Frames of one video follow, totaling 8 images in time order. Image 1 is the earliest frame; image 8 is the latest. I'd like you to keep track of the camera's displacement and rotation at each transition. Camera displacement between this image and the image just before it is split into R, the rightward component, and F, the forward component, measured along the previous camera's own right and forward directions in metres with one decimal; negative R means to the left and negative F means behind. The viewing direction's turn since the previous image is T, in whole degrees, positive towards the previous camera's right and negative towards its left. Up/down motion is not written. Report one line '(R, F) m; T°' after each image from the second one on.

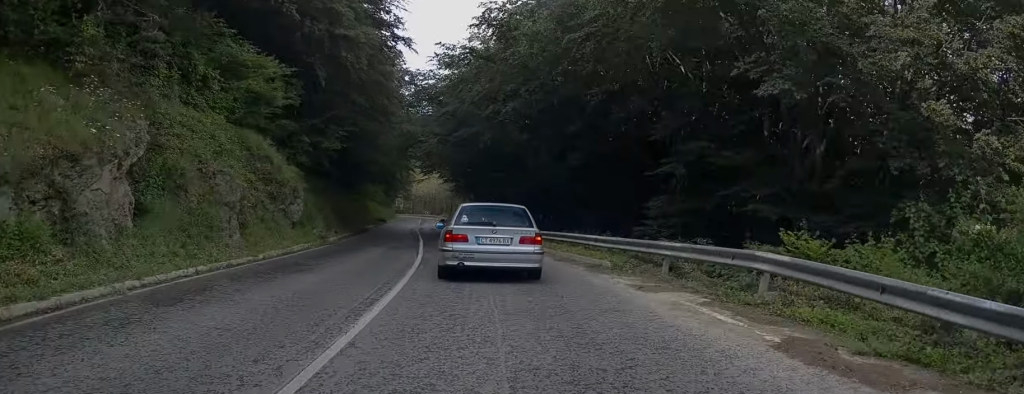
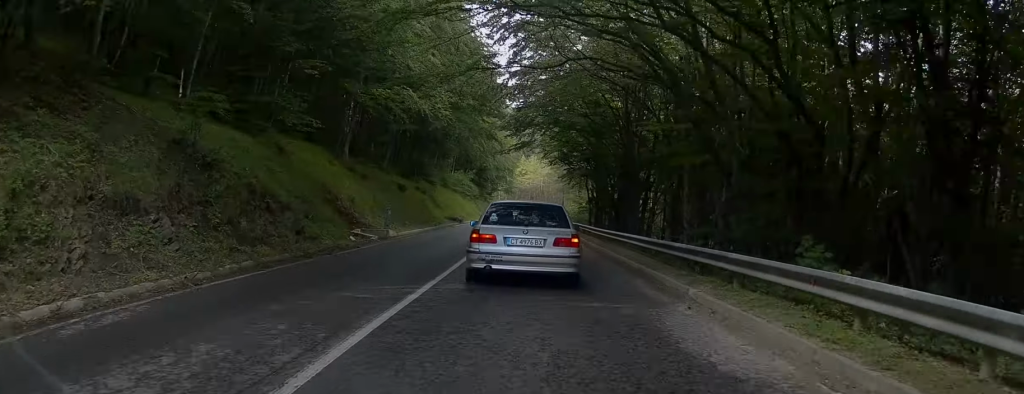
(-0.8, +25.7) m; -3°
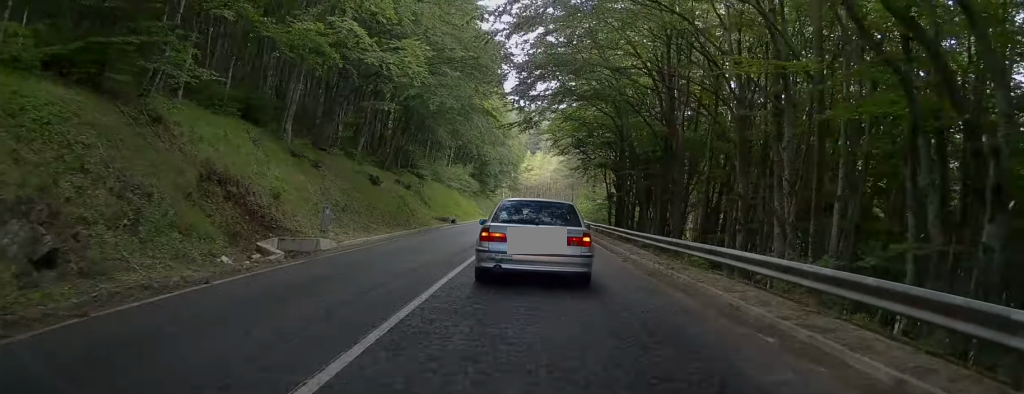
(-0.1, +9.7) m; -1°
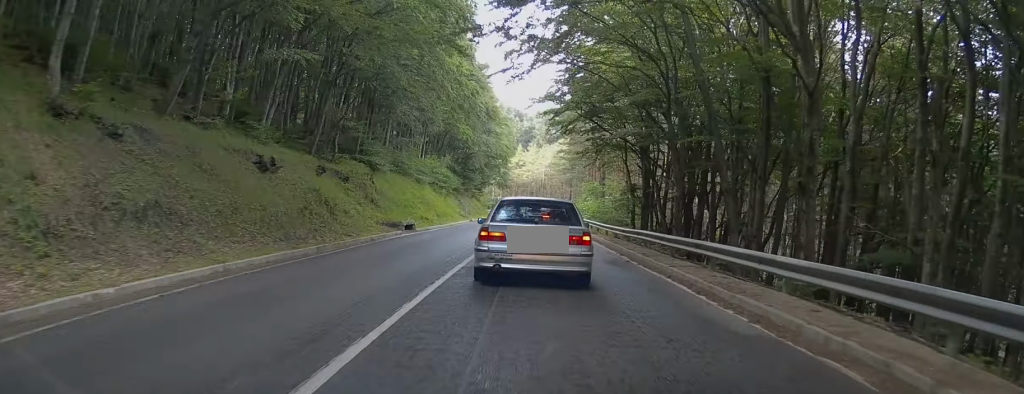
(-0.2, +14.0) m; -2°
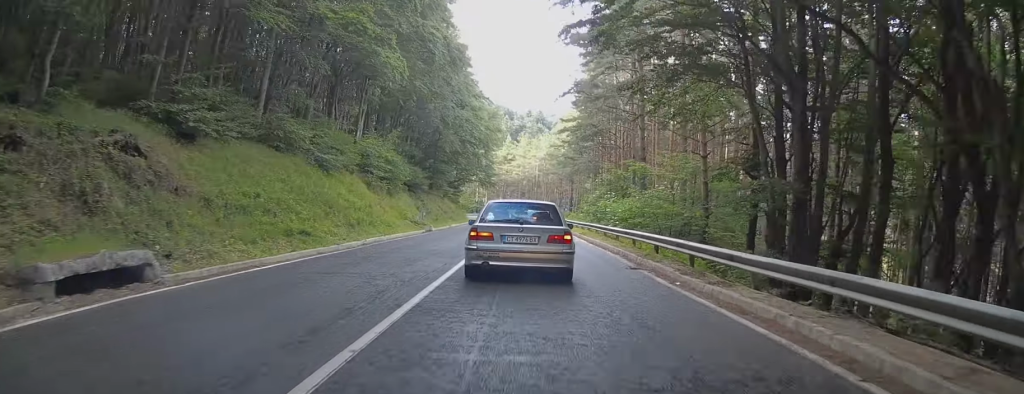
(-0.6, +21.7) m; -2°
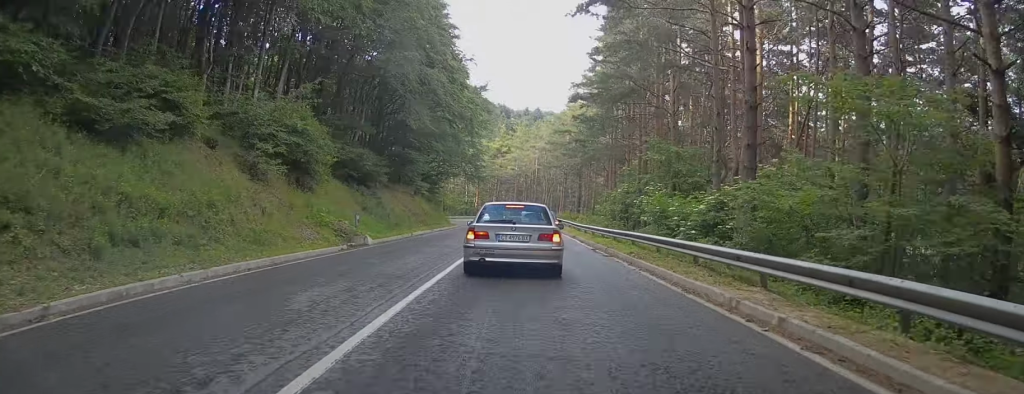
(-0.2, +16.4) m; -1°
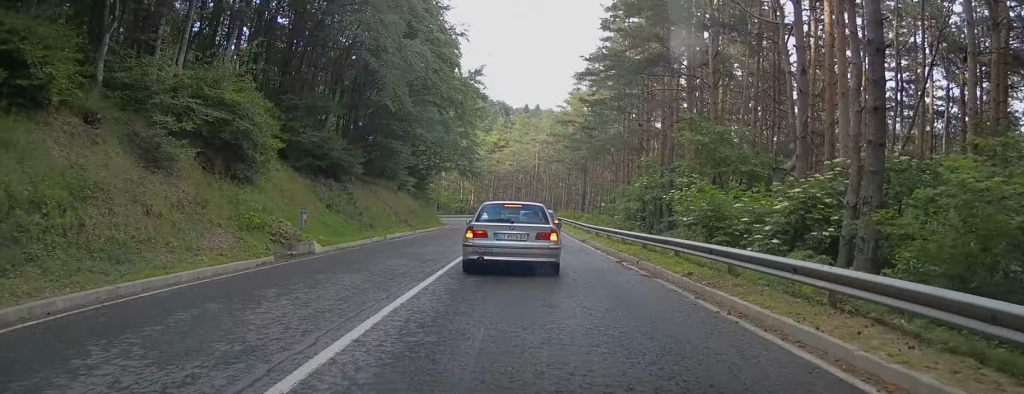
(-0.2, +6.5) m; 0°
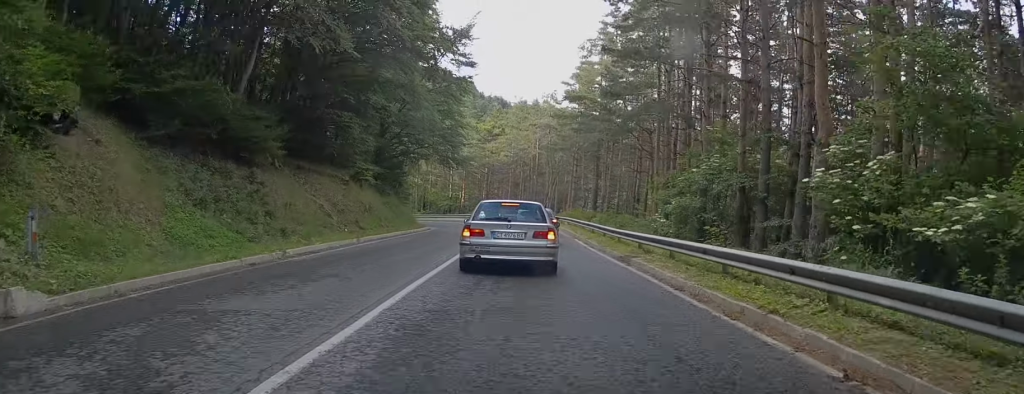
(+0.2, +12.1) m; 0°
